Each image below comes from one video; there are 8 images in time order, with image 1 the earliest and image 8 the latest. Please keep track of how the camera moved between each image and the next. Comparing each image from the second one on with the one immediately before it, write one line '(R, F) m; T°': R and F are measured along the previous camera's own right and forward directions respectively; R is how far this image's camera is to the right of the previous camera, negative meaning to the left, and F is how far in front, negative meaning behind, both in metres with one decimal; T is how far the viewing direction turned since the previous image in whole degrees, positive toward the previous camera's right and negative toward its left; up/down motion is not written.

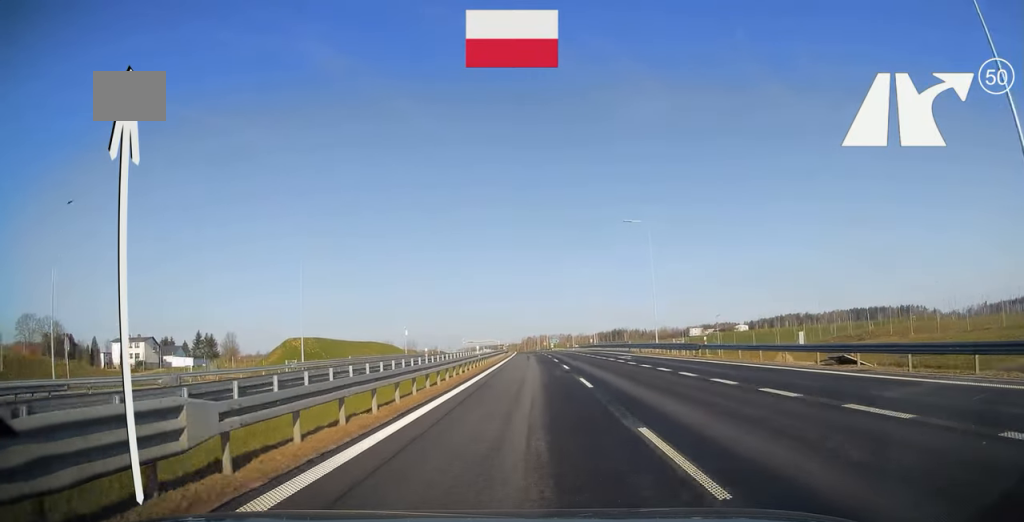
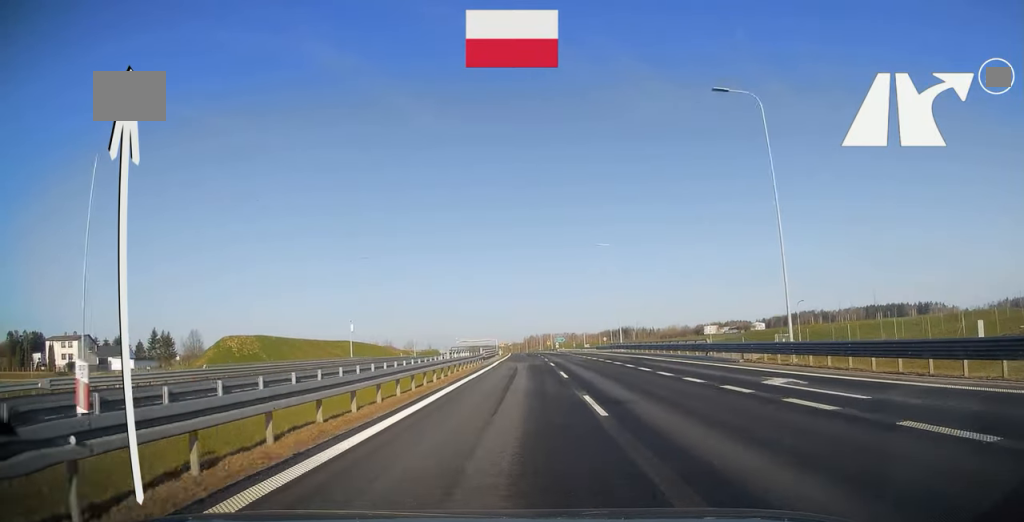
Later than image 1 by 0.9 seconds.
(0.0, +30.2) m; -1°
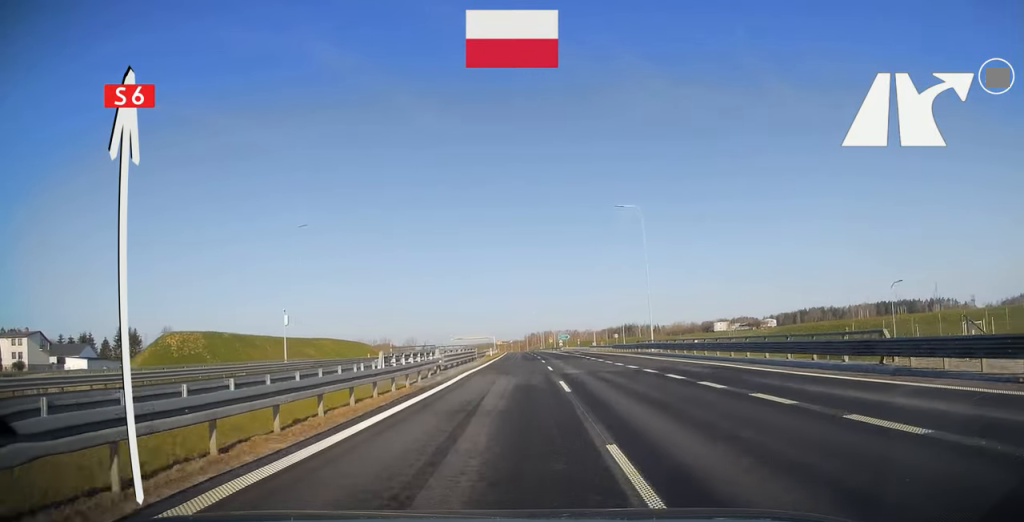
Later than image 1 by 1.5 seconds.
(-0.2, +19.0) m; 0°
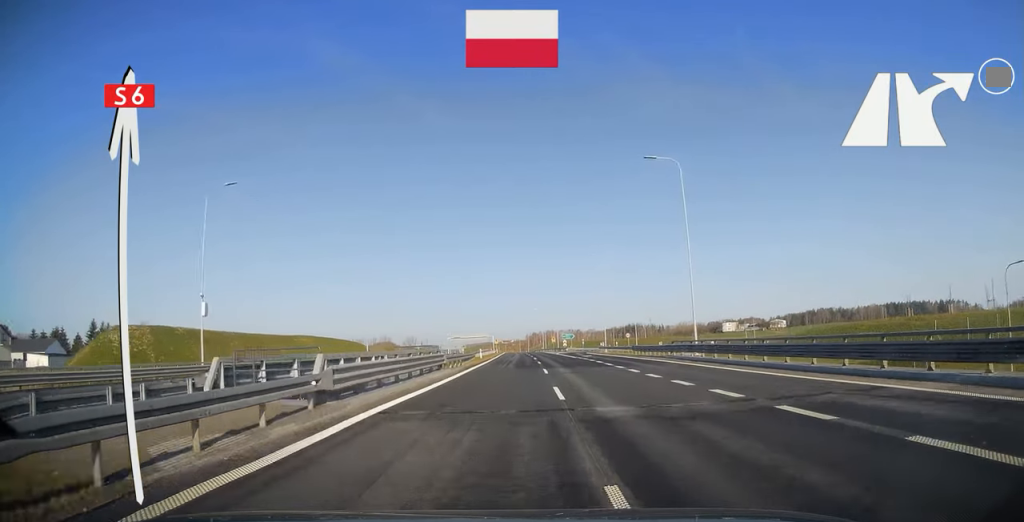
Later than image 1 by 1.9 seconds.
(-0.1, +14.0) m; 0°
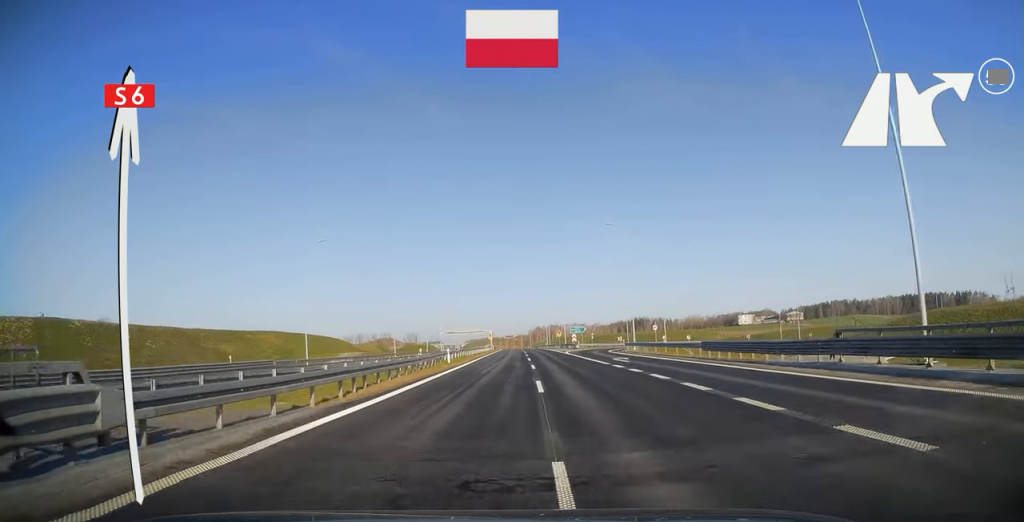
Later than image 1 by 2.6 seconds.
(-0.1, +22.9) m; 0°
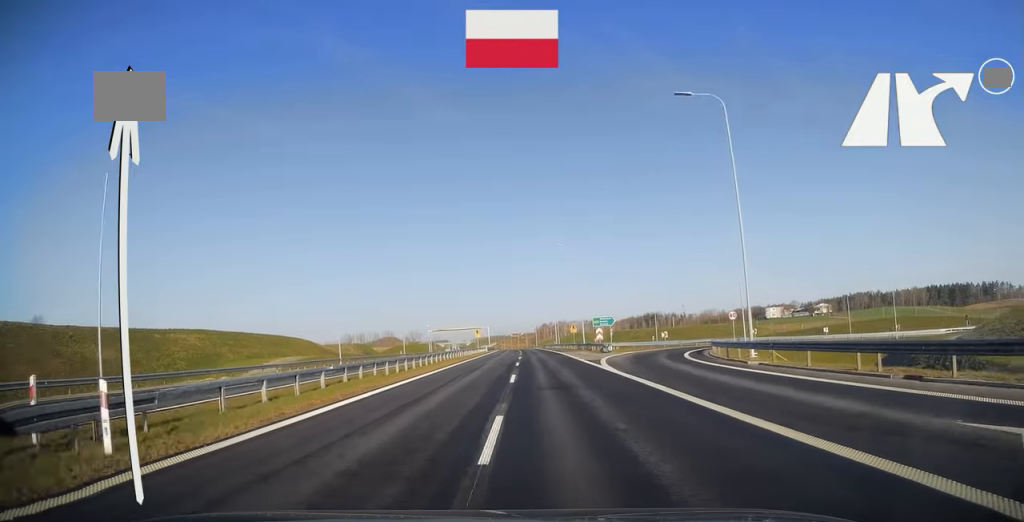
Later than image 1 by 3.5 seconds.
(0.0, +31.9) m; 0°
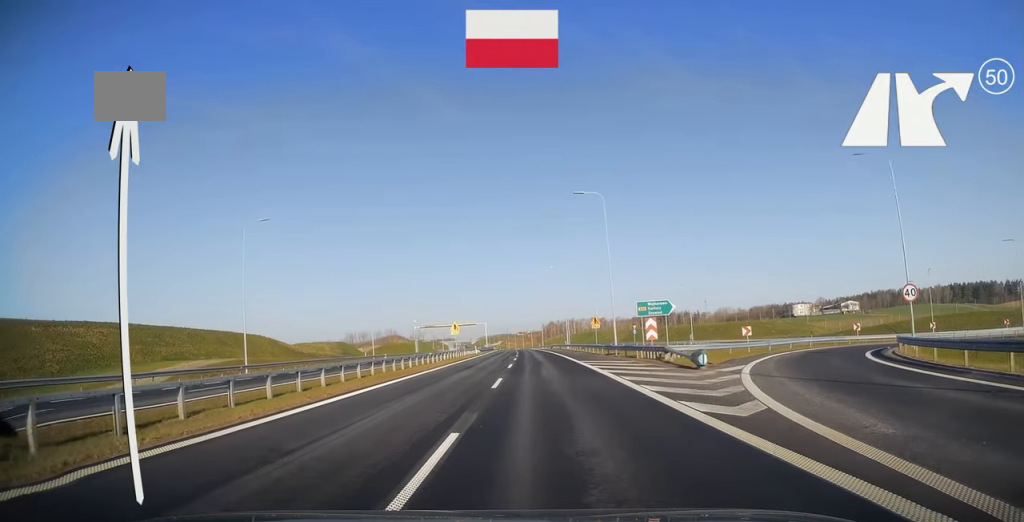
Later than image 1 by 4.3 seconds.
(-0.1, +25.8) m; -1°
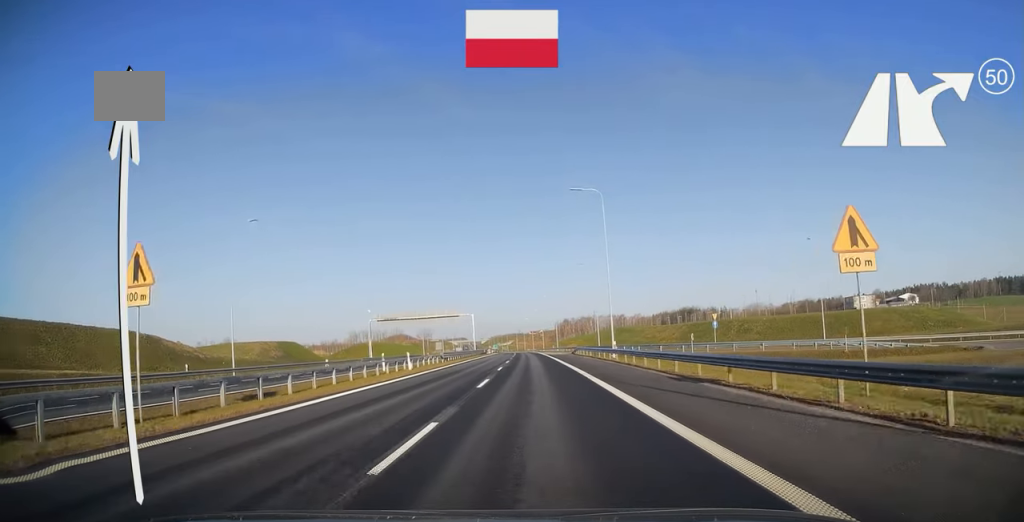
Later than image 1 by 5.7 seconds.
(-0.9, +46.6) m; -2°
